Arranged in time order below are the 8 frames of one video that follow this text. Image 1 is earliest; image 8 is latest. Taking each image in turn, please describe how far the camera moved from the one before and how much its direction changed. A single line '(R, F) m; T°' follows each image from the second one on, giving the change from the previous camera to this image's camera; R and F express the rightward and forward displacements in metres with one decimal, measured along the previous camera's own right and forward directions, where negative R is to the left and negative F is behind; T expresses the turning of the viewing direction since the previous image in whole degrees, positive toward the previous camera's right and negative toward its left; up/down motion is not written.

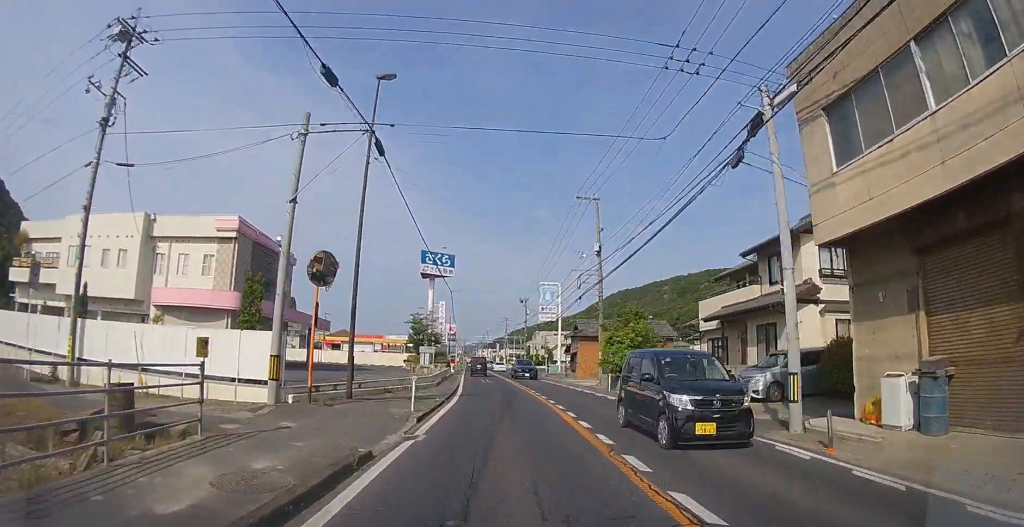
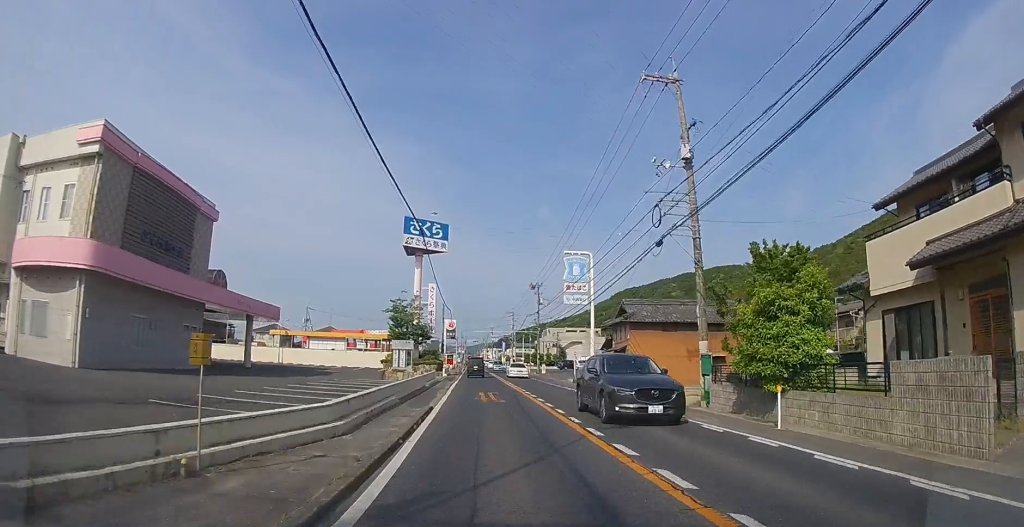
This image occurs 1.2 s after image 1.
(0.0, +14.8) m; 0°
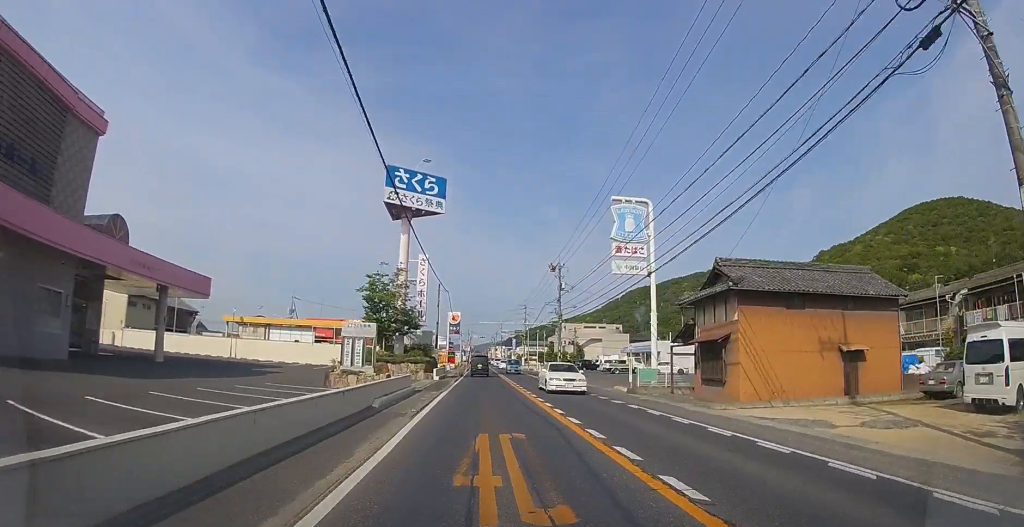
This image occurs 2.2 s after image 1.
(-0.1, +12.5) m; -1°
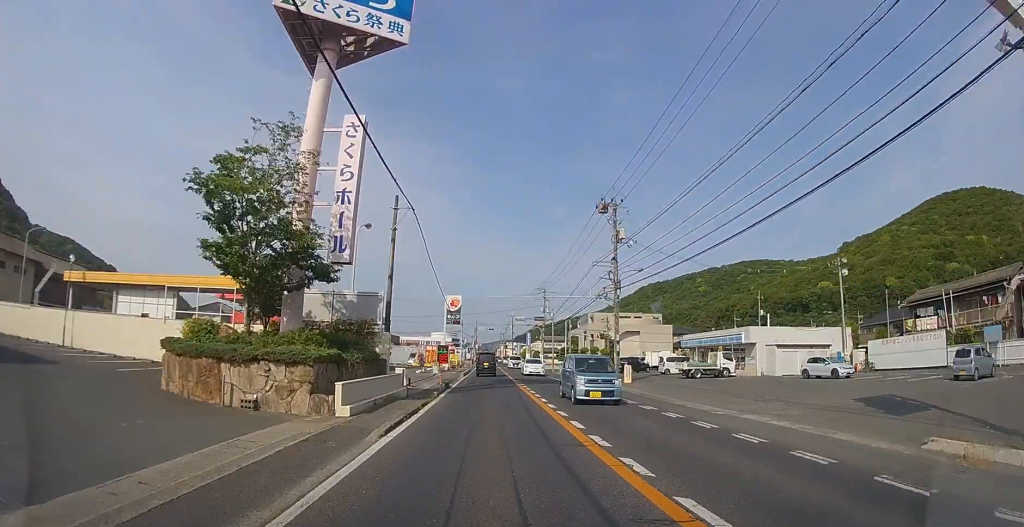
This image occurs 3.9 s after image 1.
(-0.1, +21.1) m; -1°
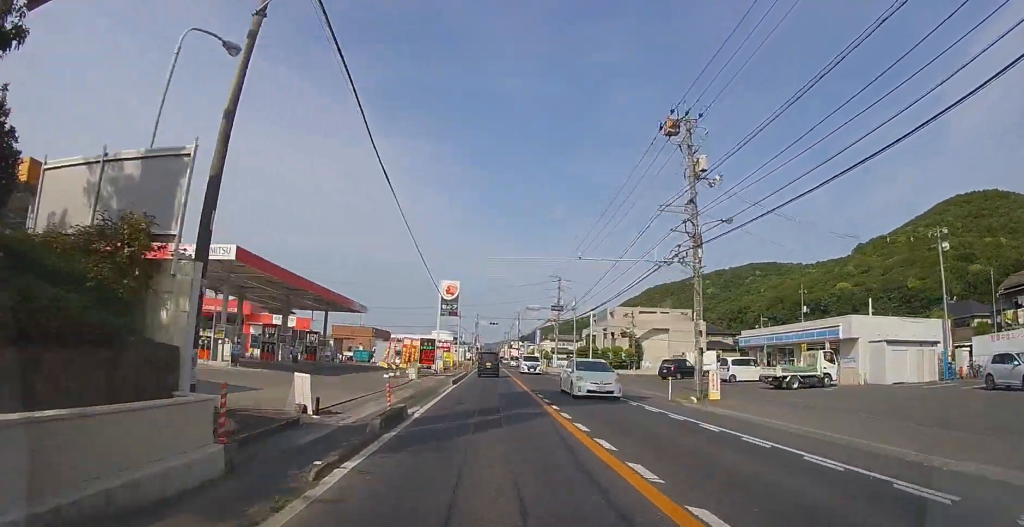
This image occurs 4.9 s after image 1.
(0.0, +12.2) m; 0°
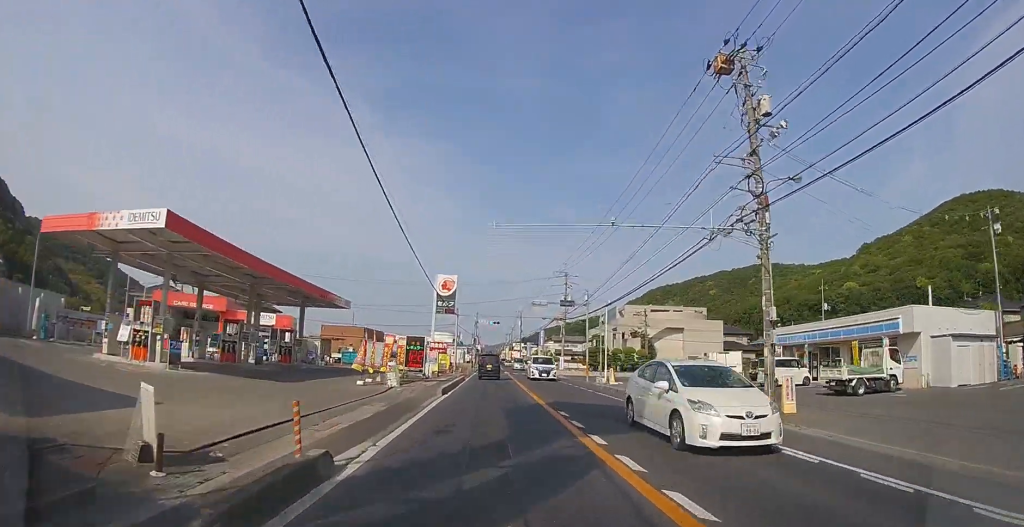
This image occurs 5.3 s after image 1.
(0.0, +5.3) m; 0°
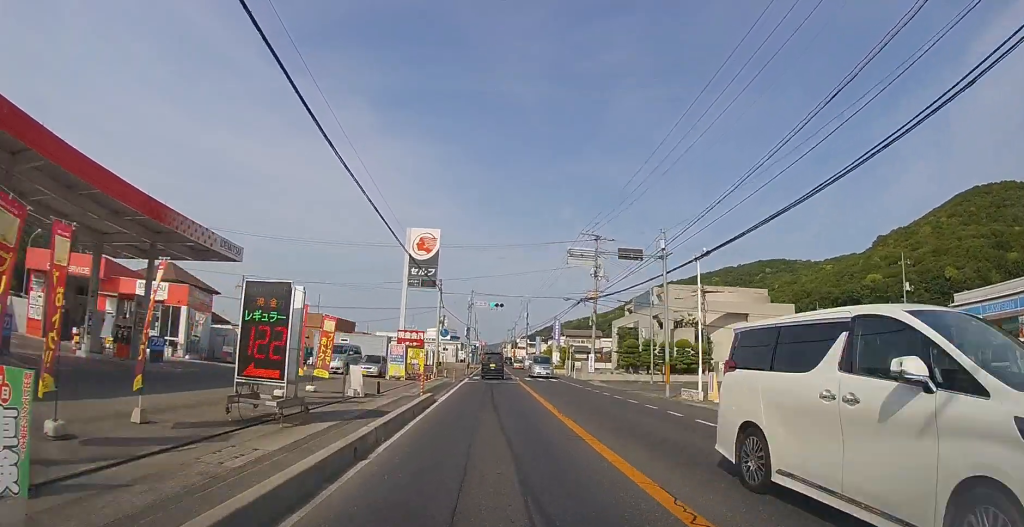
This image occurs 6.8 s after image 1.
(0.0, +17.7) m; 0°
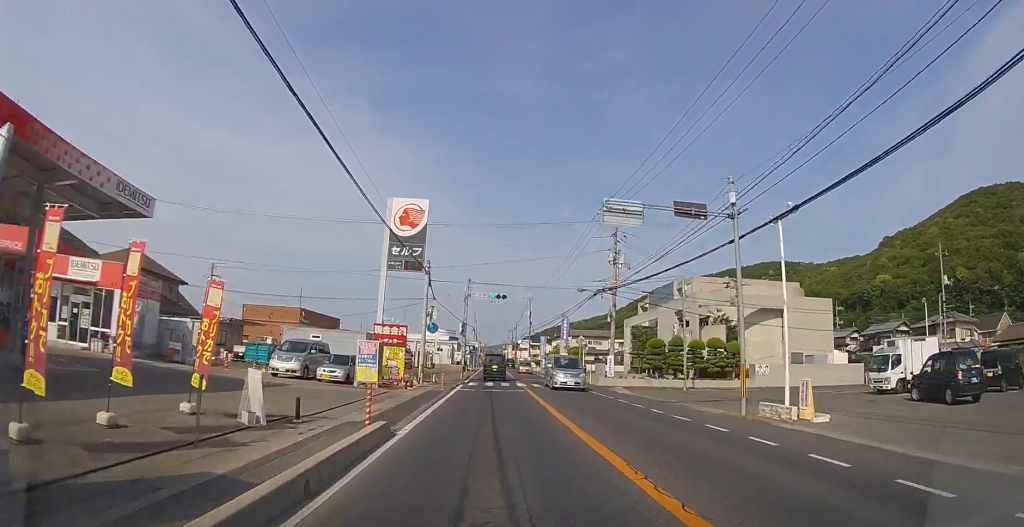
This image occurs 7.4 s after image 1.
(0.0, +6.8) m; 0°
